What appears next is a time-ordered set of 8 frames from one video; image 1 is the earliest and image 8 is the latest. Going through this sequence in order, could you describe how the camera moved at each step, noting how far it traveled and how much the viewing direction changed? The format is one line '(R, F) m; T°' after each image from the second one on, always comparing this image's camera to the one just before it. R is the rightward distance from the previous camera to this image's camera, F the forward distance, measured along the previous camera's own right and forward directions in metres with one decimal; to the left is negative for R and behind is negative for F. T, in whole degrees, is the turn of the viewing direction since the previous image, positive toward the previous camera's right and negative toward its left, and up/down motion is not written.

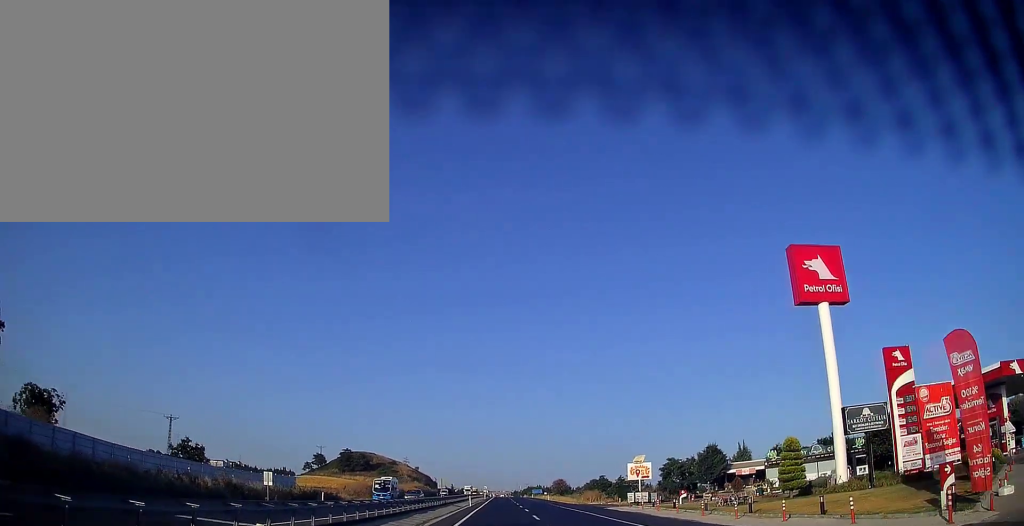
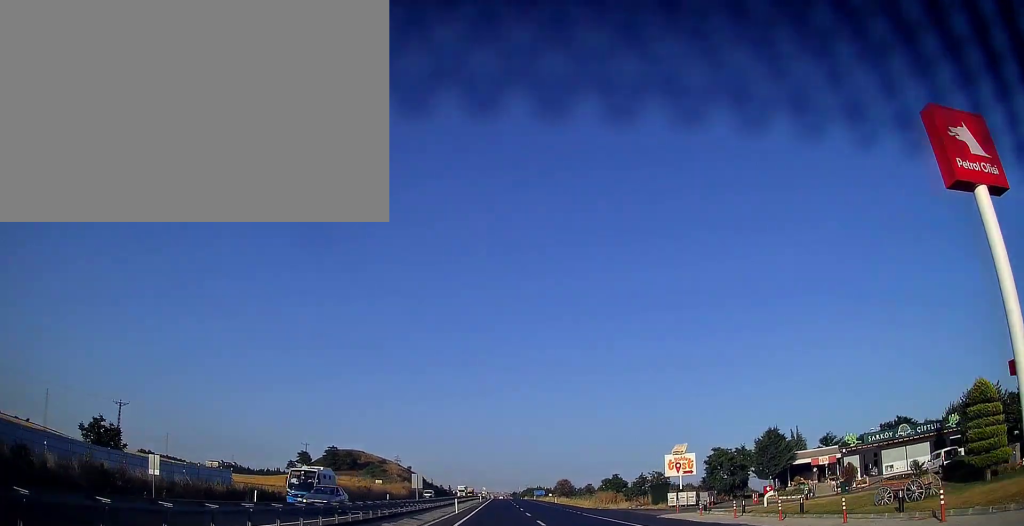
(+0.1, +16.0) m; 0°
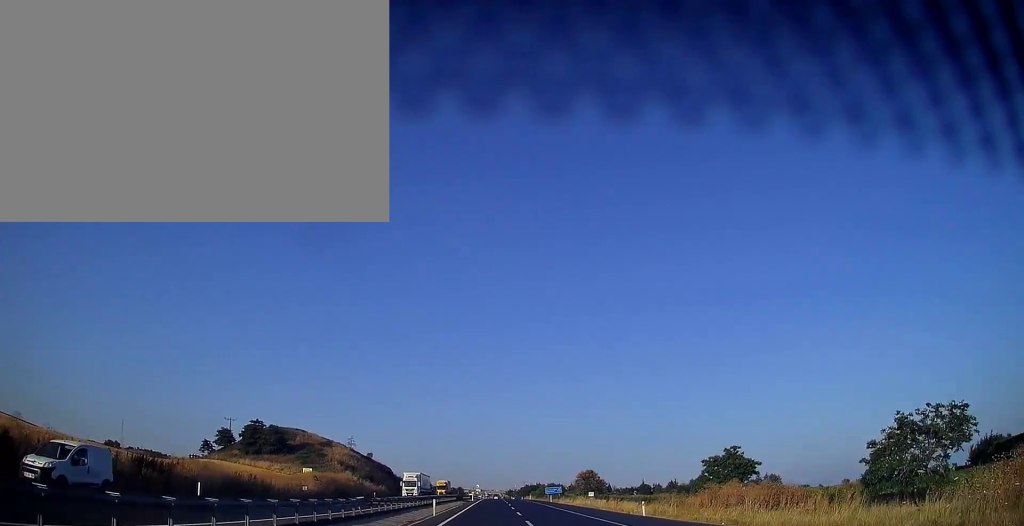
(+0.3, +61.2) m; 0°
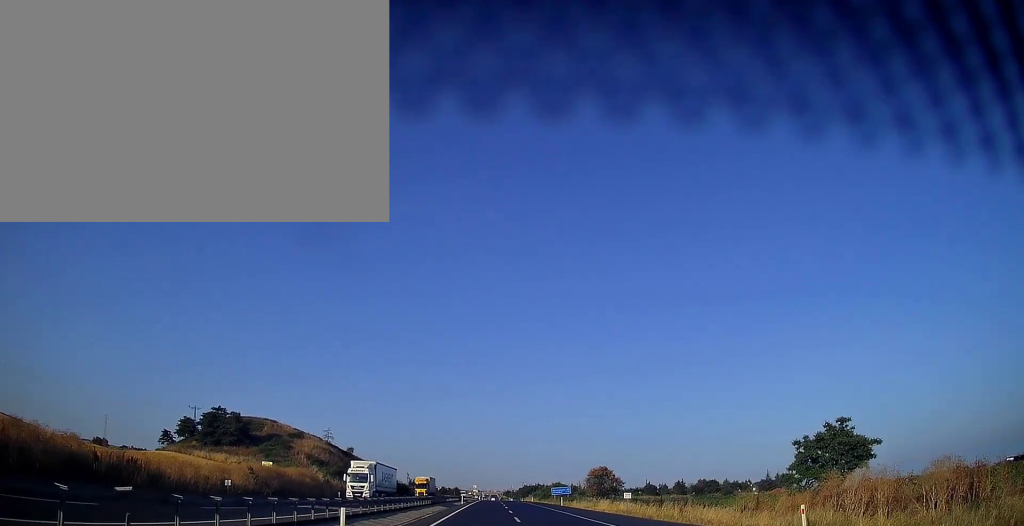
(0.0, +20.2) m; 0°
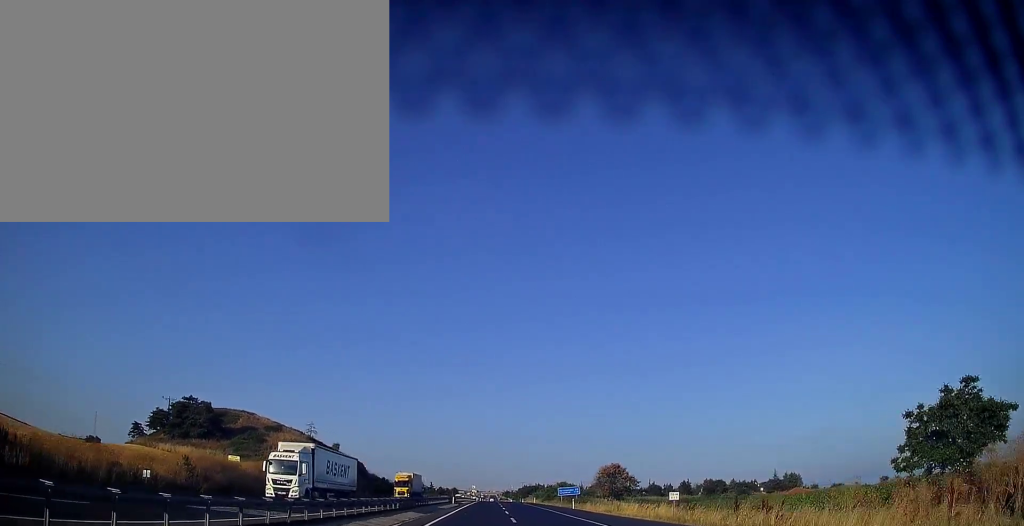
(0.0, +12.2) m; 0°
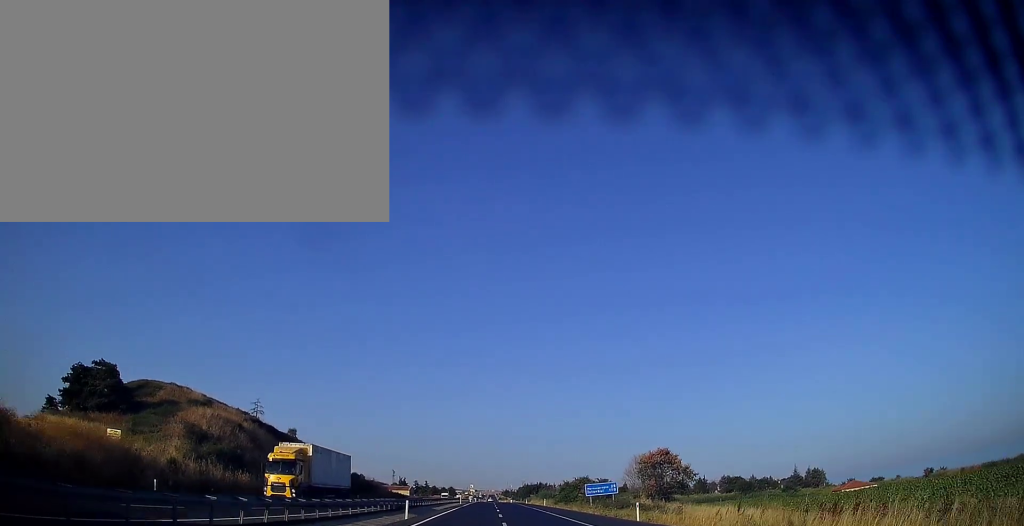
(0.0, +27.4) m; 0°
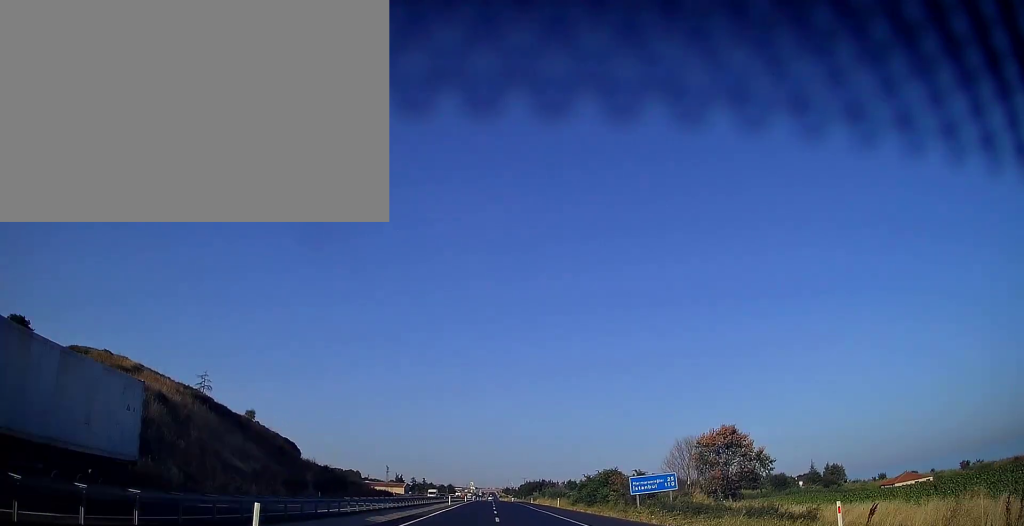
(0.0, +20.3) m; 0°
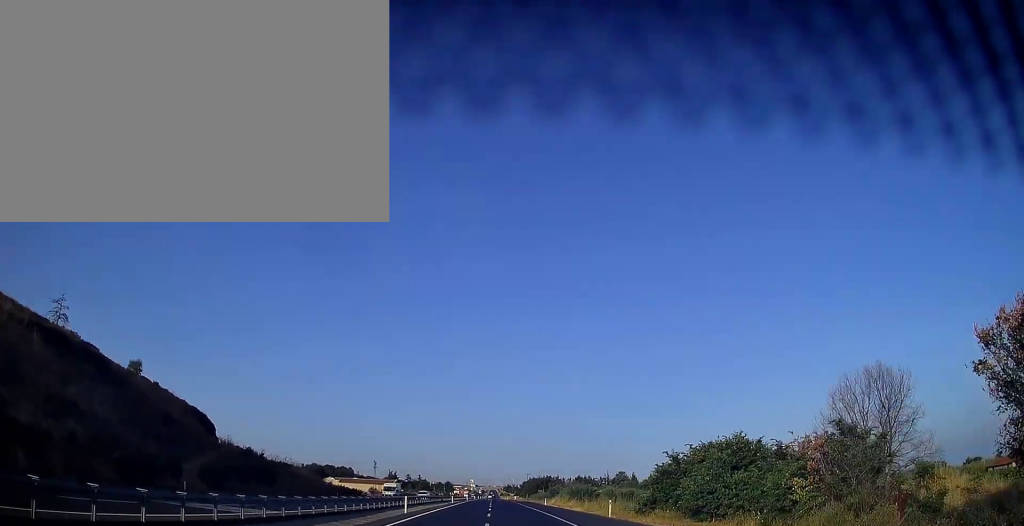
(0.0, +30.2) m; 0°
